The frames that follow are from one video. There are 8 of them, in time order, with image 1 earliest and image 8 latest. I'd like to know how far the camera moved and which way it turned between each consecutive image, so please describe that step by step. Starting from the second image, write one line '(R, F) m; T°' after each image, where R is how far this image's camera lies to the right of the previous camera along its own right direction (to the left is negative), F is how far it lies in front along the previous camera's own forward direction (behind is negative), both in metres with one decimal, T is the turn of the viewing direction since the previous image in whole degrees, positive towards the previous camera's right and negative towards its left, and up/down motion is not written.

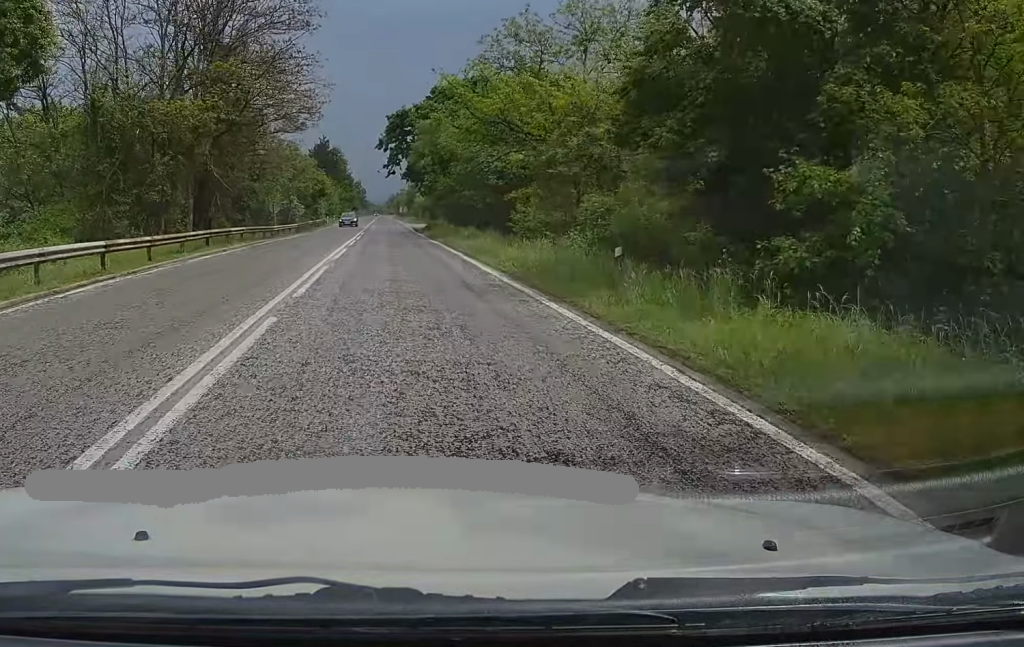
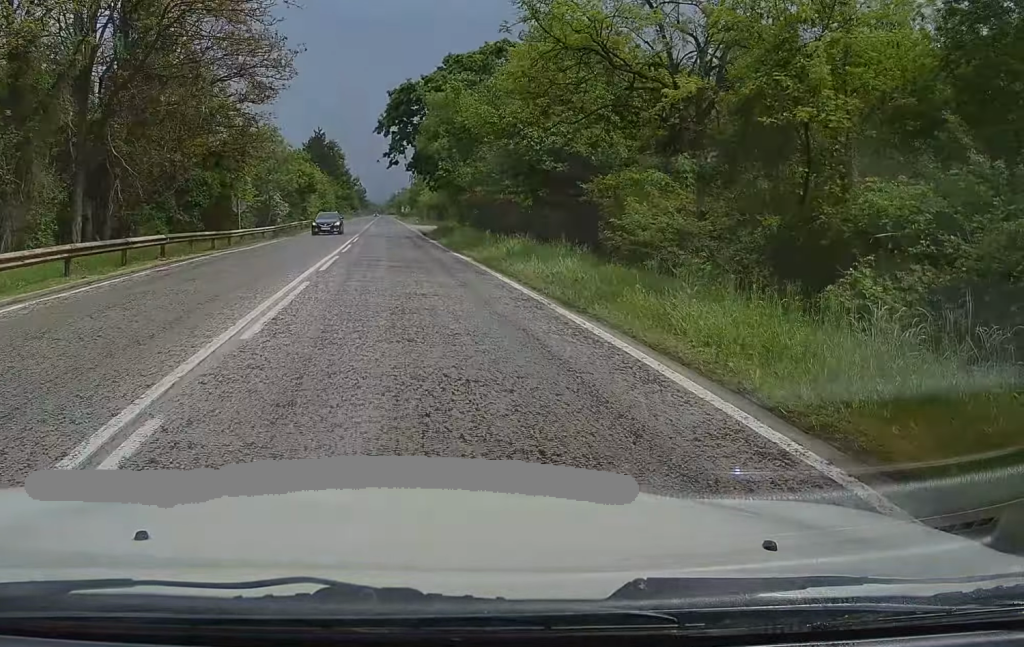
(0.0, +13.6) m; -1°
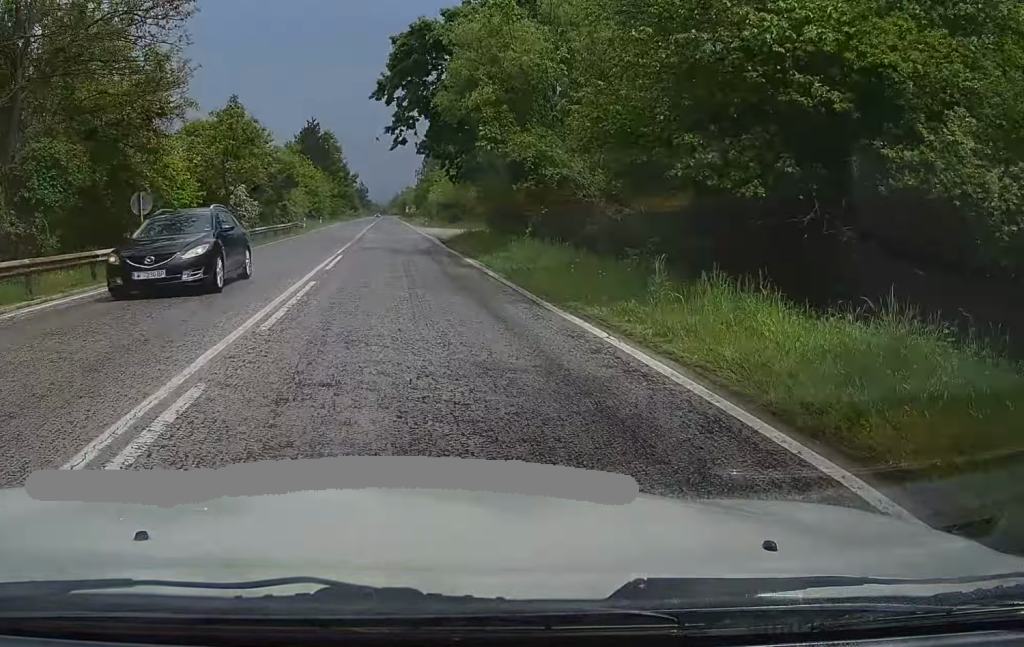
(-0.2, +17.0) m; 0°
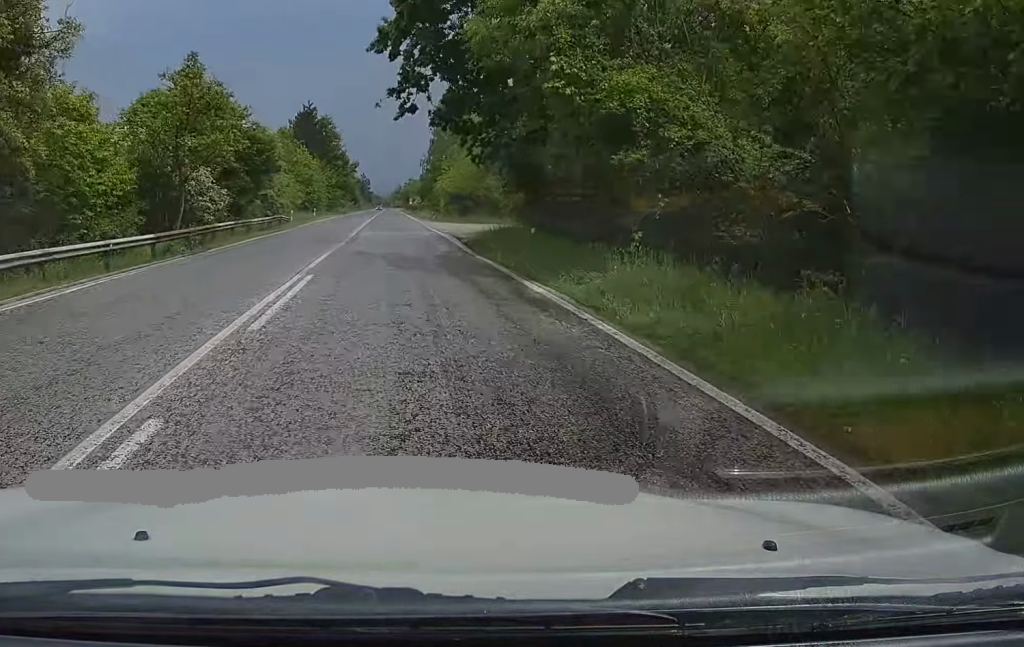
(-0.2, +10.2) m; 0°
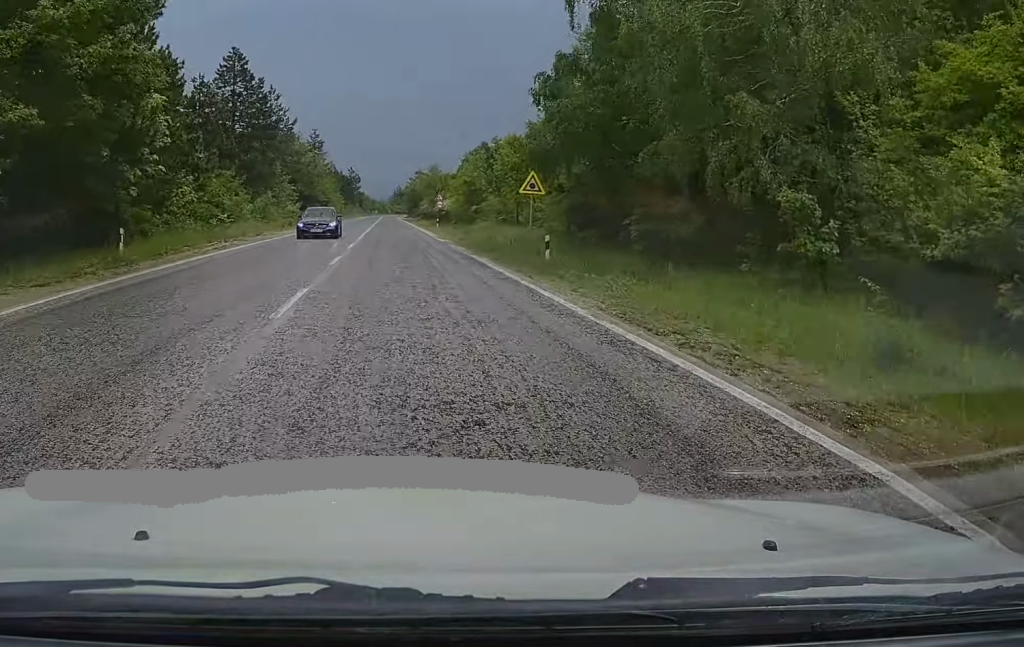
(-0.2, +99.6) m; -1°
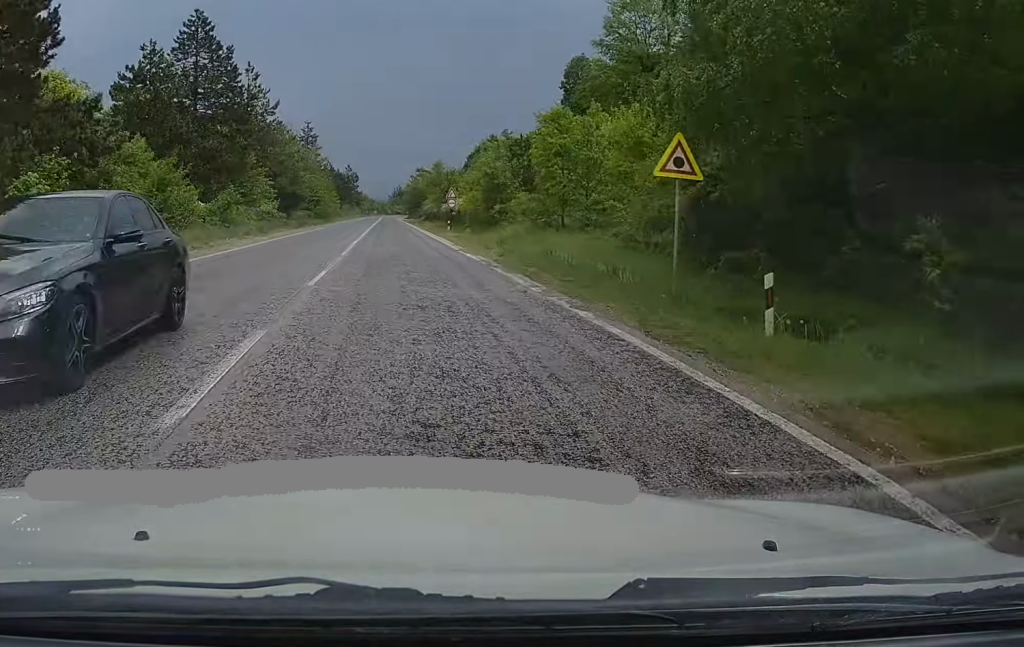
(-0.1, +13.7) m; 0°
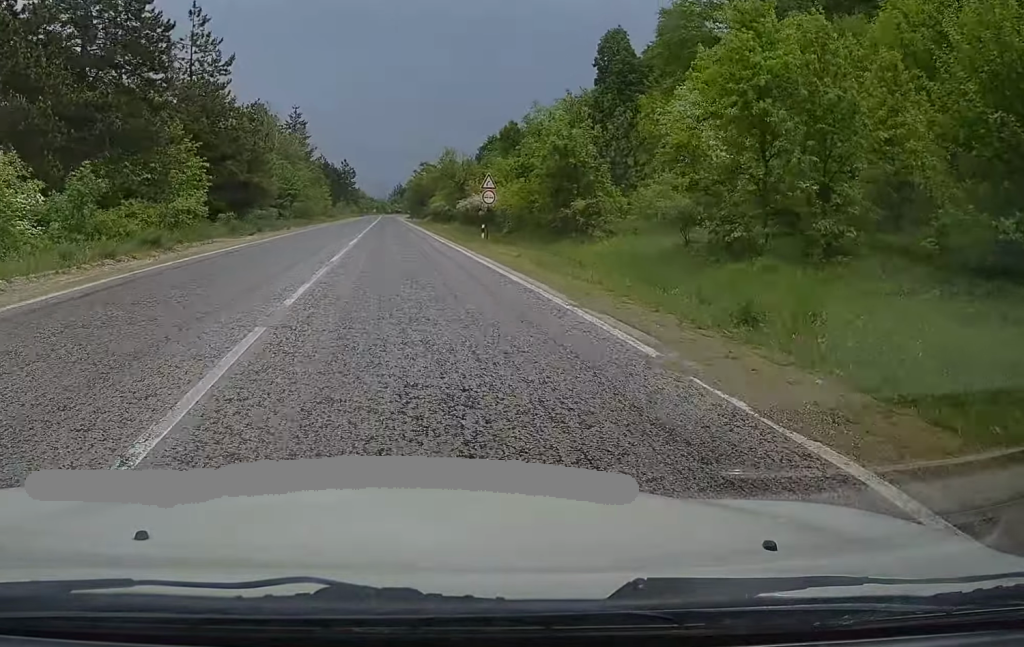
(0.0, +21.3) m; +1°
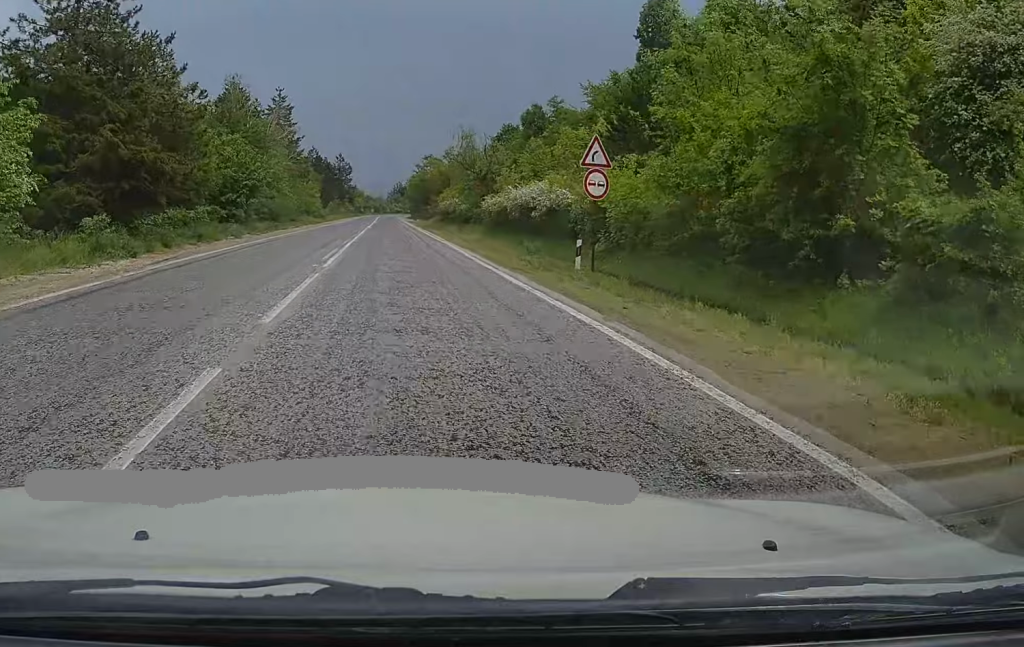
(+0.4, +19.6) m; 0°
